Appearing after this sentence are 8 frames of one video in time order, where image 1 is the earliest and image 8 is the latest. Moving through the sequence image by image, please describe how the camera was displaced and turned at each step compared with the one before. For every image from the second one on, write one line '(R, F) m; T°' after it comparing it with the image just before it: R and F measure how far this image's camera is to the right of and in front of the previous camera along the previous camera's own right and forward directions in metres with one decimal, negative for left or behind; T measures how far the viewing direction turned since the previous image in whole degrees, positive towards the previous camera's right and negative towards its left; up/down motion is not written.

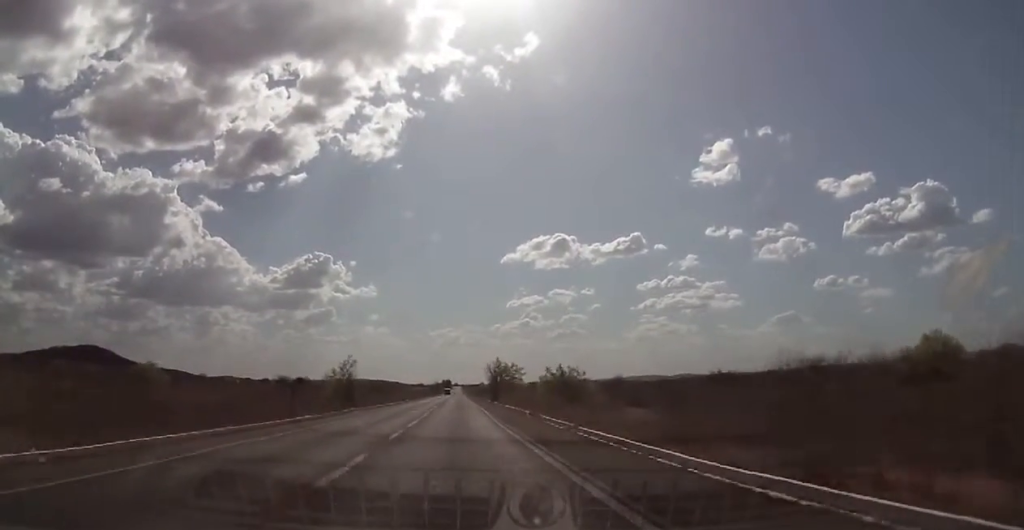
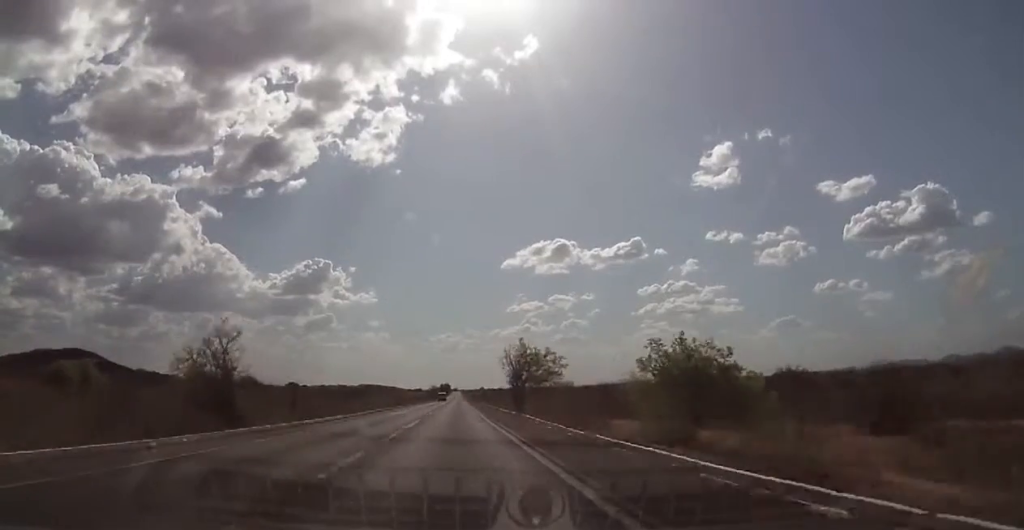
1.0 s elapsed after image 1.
(0.0, +39.1) m; -1°
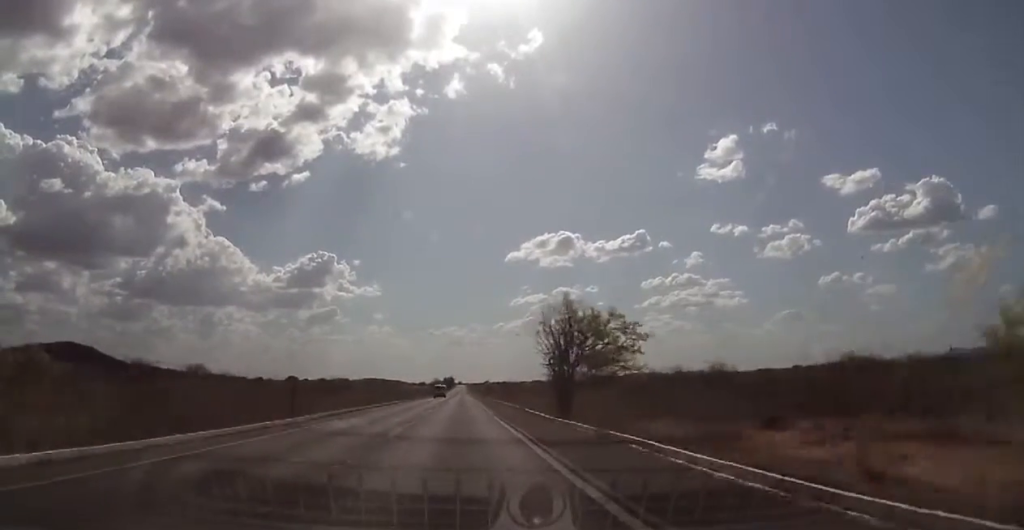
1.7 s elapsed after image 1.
(-0.5, +24.0) m; 0°
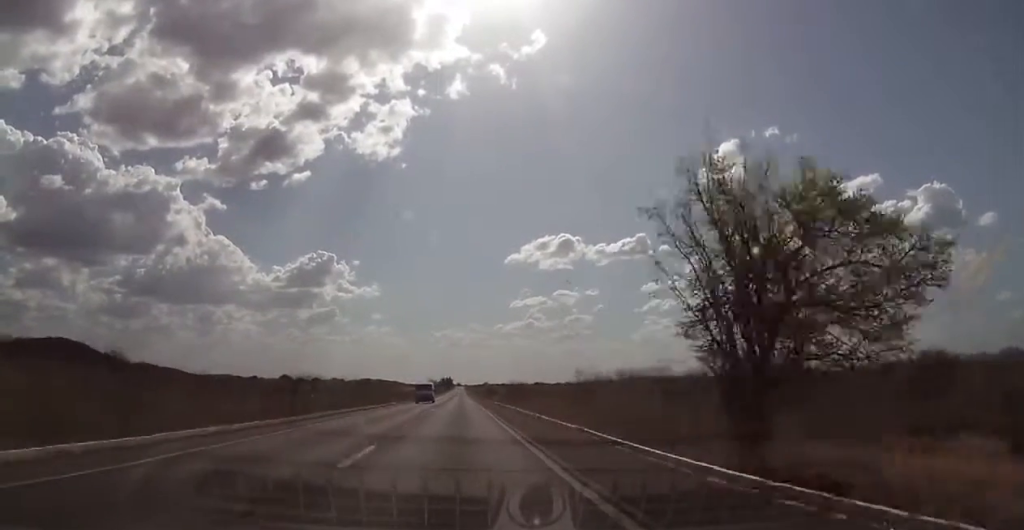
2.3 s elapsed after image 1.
(+0.2, +22.7) m; 0°
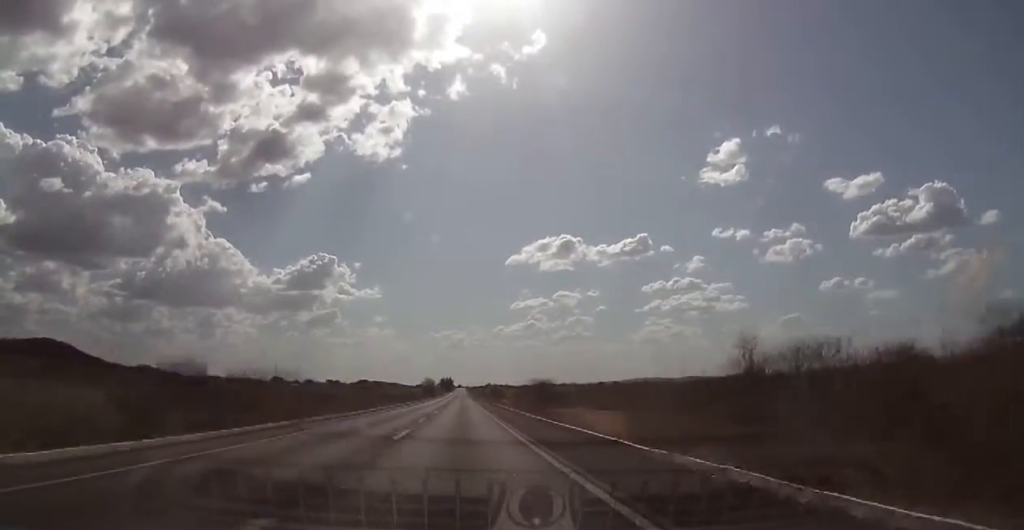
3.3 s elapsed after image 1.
(+0.3, +40.2) m; 0°
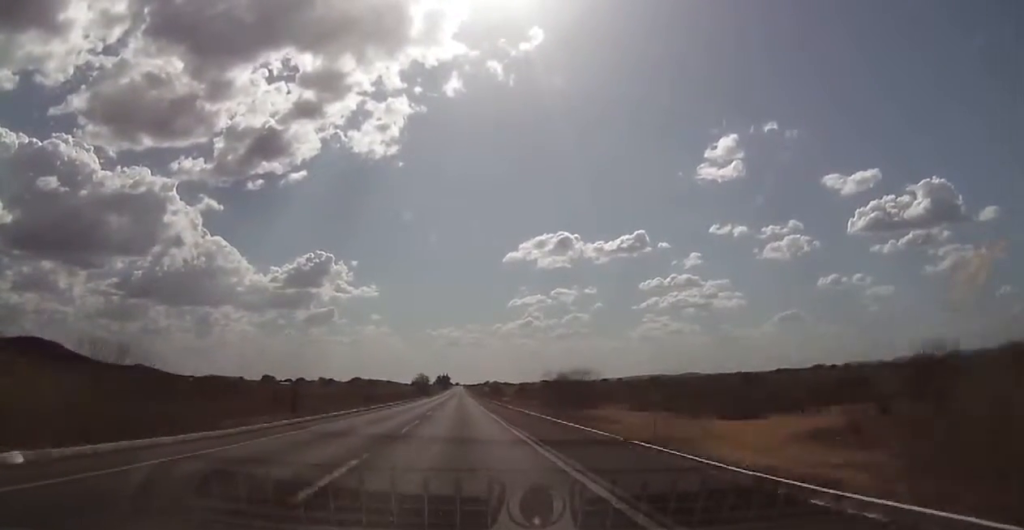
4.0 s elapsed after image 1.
(-0.1, +26.3) m; 0°
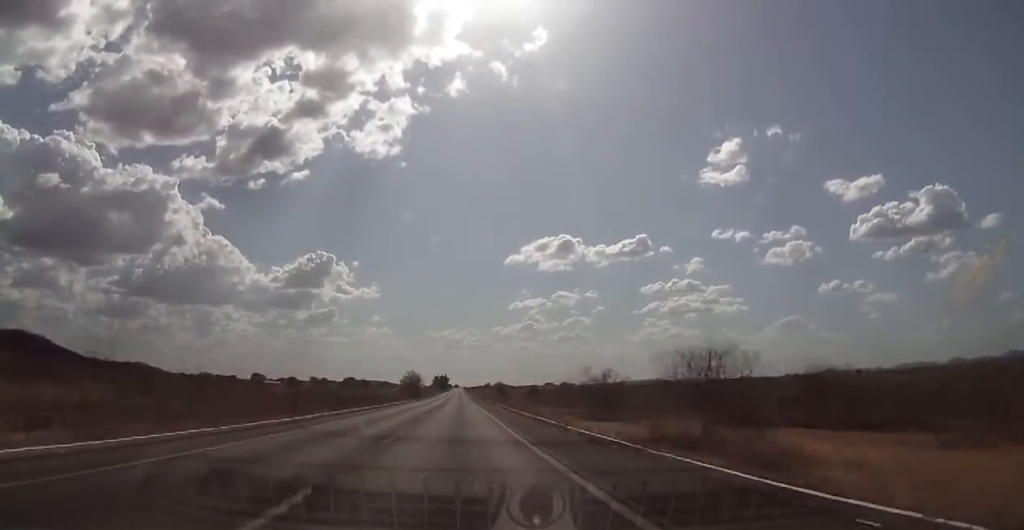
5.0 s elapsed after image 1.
(+0.1, +35.1) m; 0°
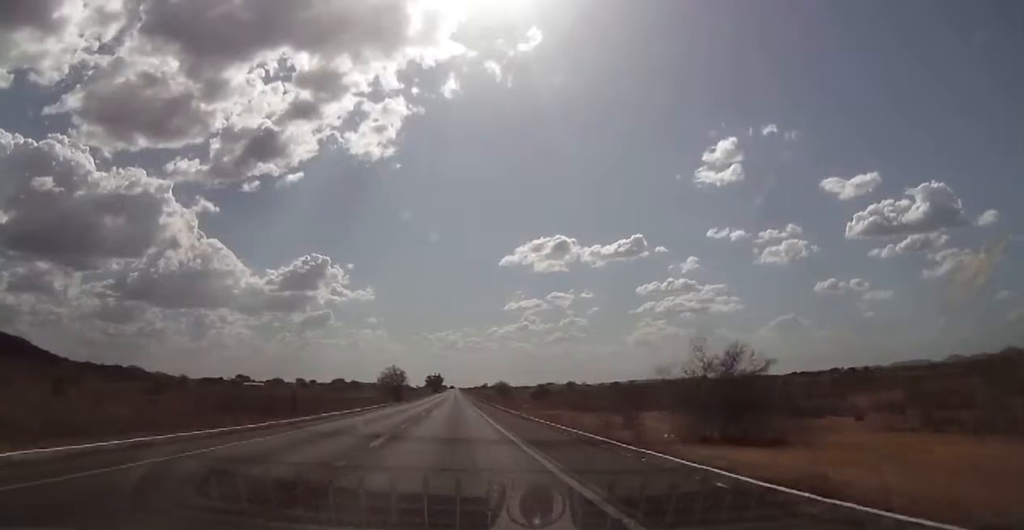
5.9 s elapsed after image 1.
(-0.2, +36.3) m; 0°
